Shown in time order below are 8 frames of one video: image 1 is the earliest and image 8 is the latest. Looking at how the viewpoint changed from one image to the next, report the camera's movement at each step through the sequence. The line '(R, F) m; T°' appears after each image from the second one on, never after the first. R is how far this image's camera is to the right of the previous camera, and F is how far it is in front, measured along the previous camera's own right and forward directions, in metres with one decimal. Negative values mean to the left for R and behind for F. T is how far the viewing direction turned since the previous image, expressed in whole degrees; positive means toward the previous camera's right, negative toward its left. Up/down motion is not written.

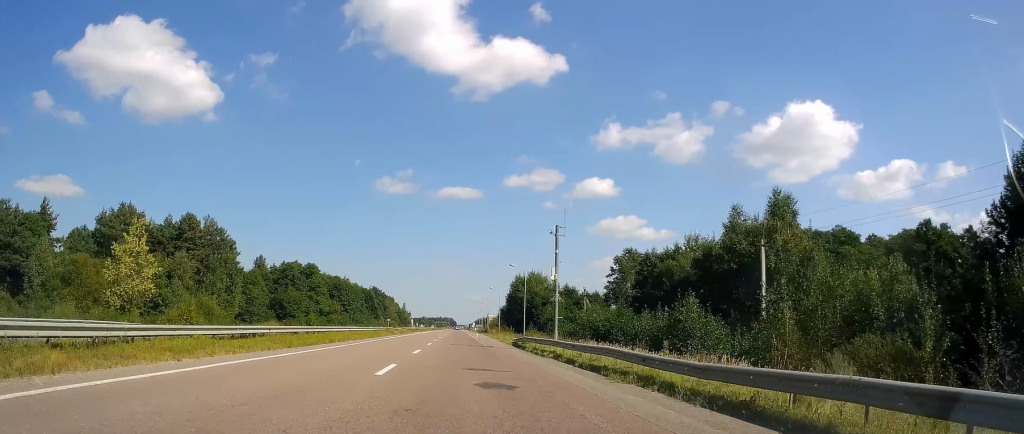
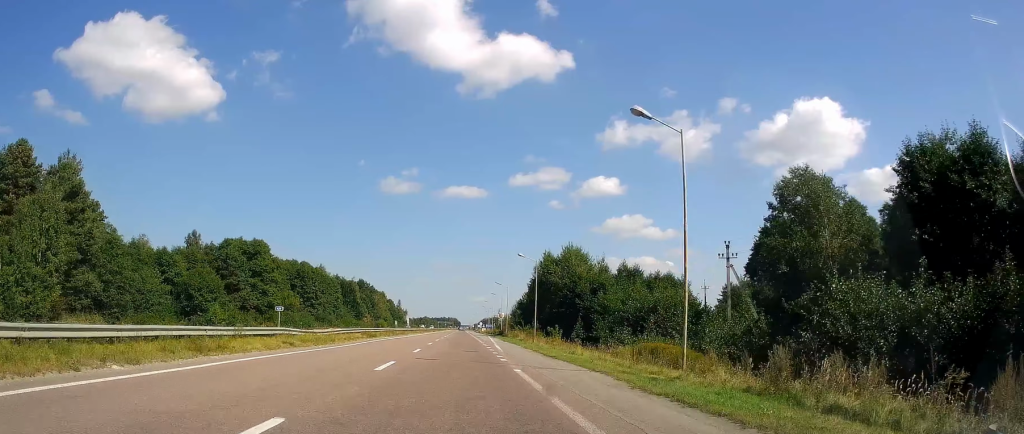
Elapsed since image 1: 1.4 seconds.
(-0.5, +47.1) m; -1°
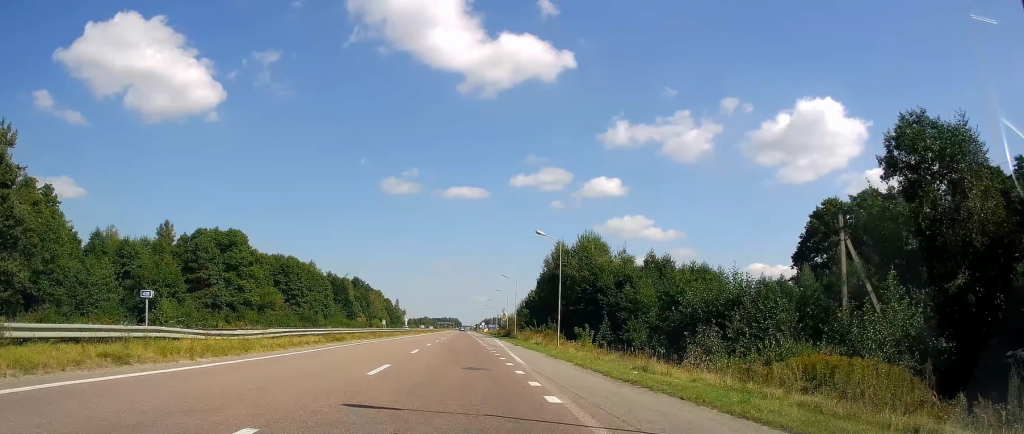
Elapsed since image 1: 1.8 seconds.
(0.0, +14.3) m; 0°
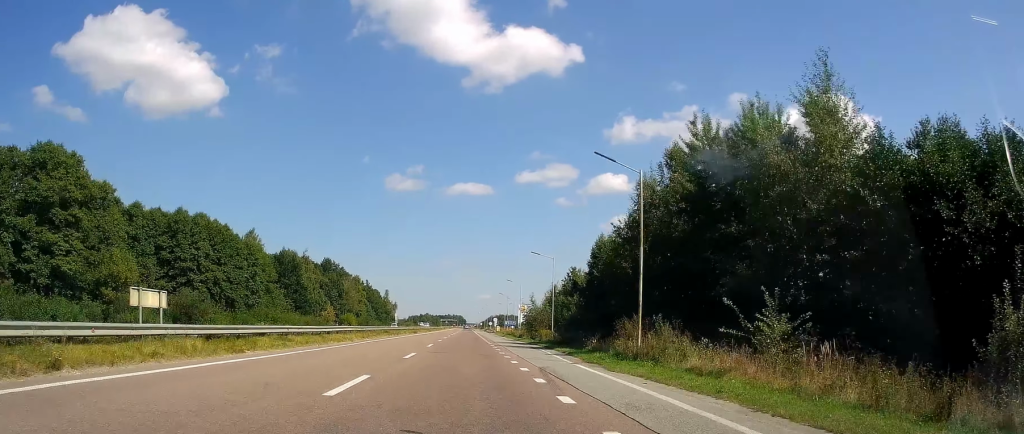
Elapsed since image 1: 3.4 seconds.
(+0.6, +54.2) m; 0°
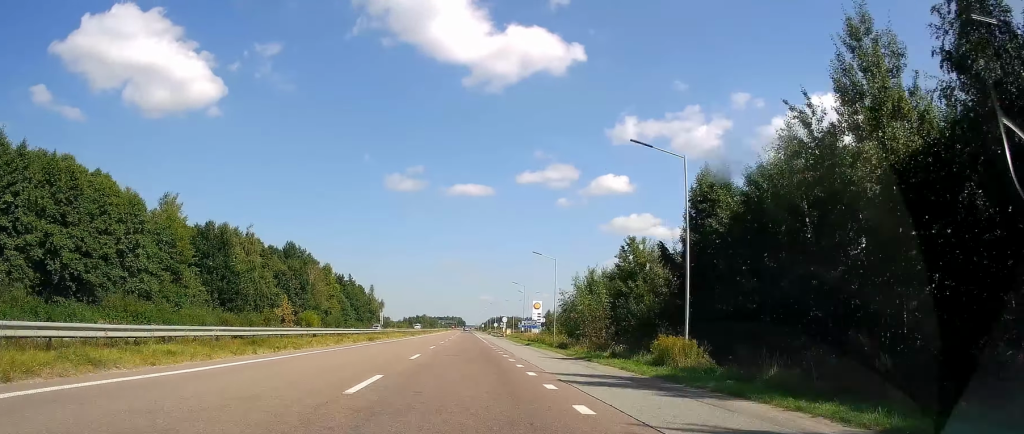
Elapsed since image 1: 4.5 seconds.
(-0.8, +37.1) m; -1°
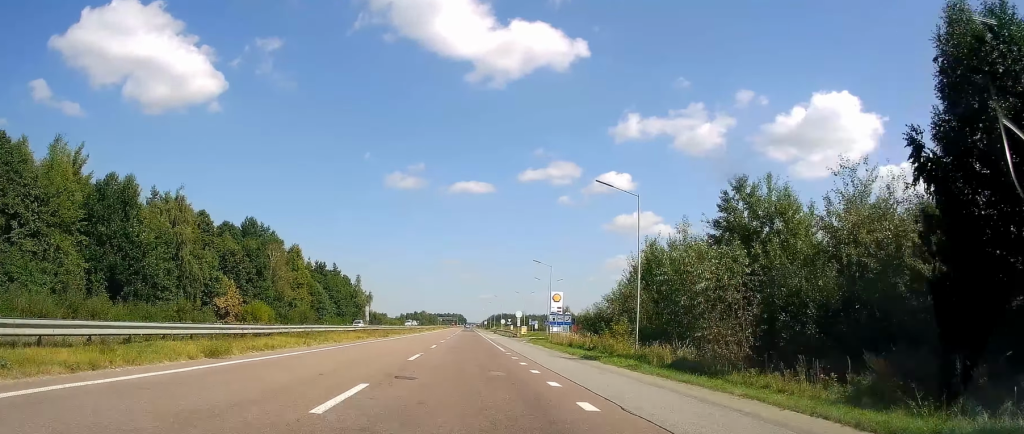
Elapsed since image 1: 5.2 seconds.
(+0.2, +27.1) m; 0°
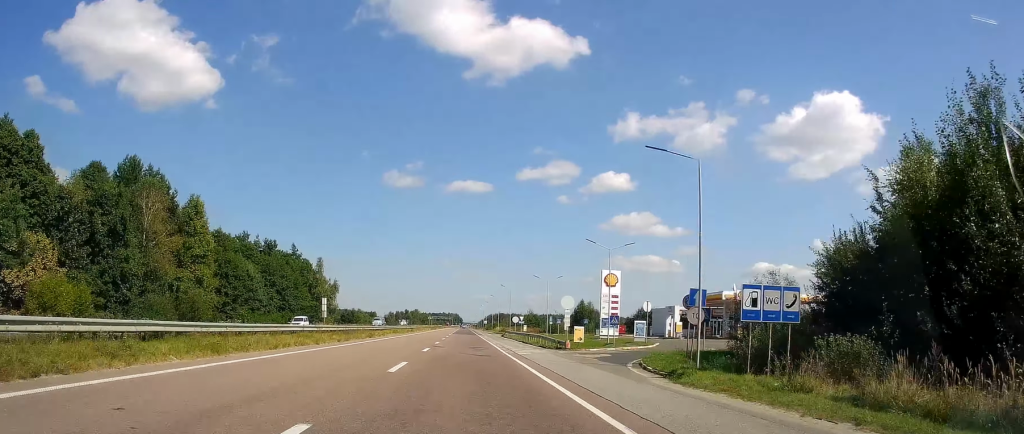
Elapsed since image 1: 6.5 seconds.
(+0.1, +42.8) m; 0°
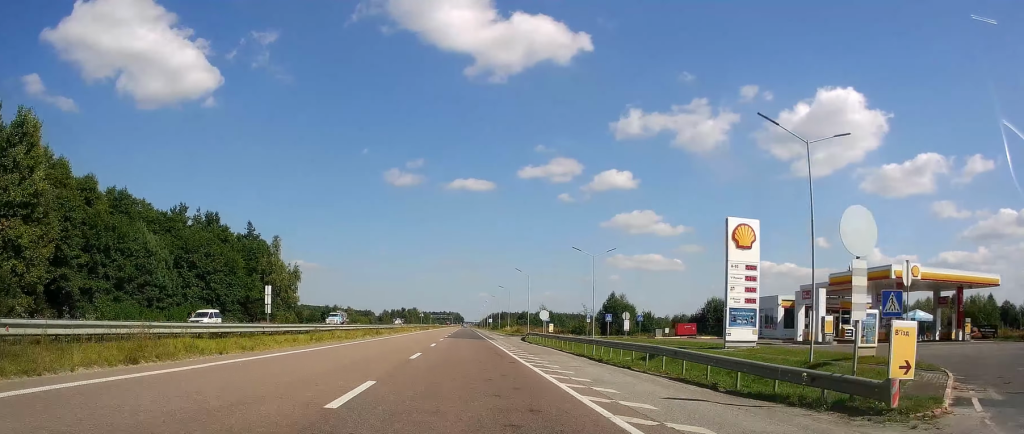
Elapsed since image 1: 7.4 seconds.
(-0.3, +31.6) m; 0°
